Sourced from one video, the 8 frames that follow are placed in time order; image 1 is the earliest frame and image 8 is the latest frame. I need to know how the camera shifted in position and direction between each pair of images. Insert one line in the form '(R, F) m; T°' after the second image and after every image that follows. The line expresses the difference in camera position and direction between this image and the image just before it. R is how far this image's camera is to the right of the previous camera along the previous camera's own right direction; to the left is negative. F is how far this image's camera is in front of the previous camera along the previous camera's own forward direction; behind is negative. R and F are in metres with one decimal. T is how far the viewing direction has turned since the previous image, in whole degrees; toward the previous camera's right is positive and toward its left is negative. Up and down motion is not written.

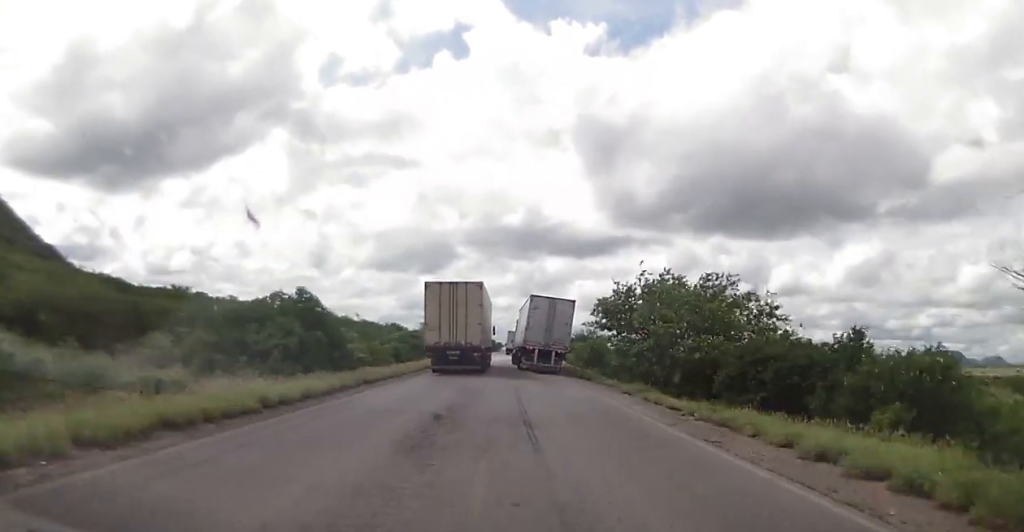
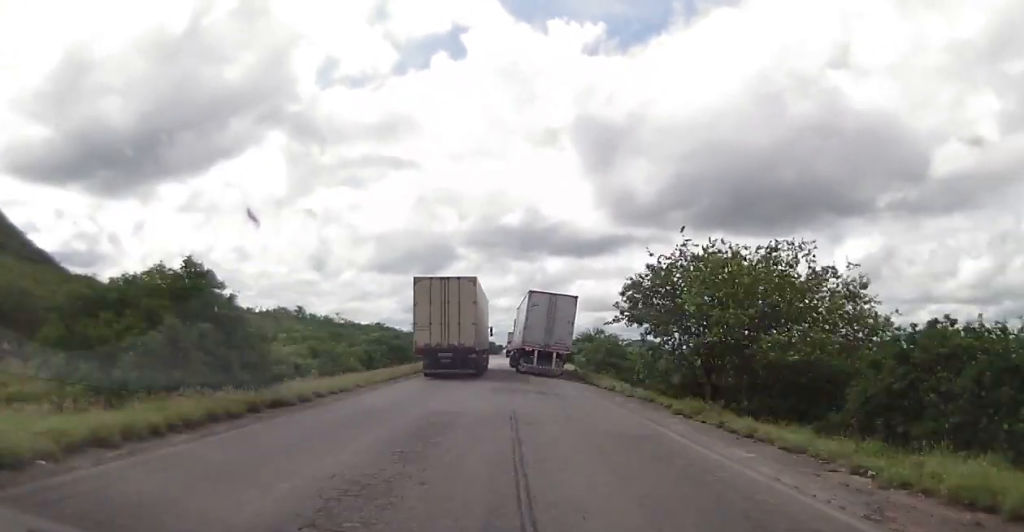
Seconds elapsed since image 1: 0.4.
(-0.1, +9.1) m; 0°
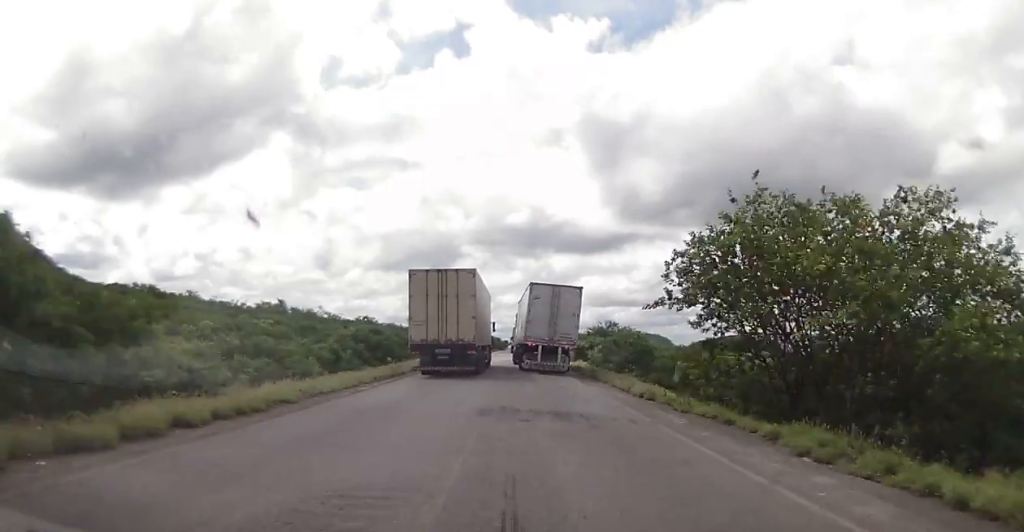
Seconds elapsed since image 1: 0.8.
(-0.2, +8.1) m; 0°
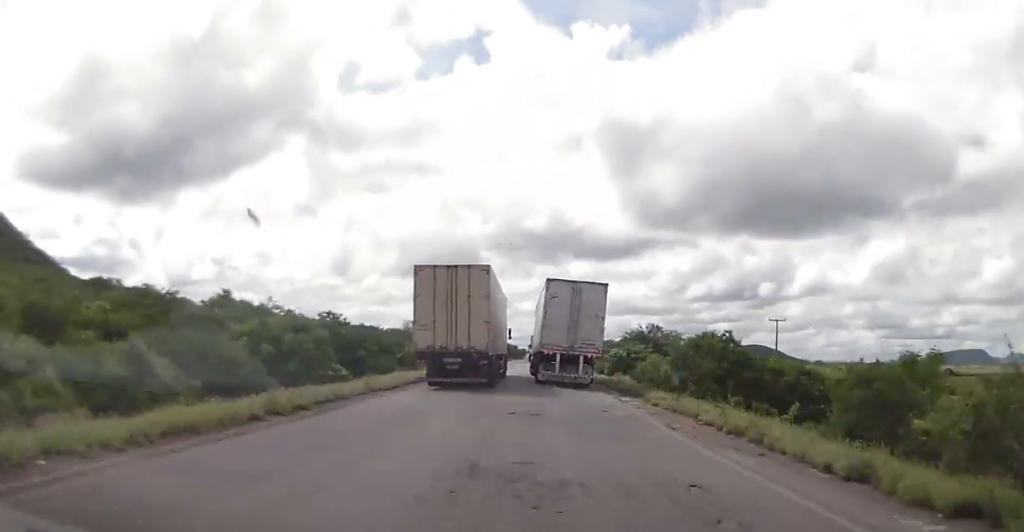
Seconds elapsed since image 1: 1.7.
(+0.1, +17.5) m; 0°
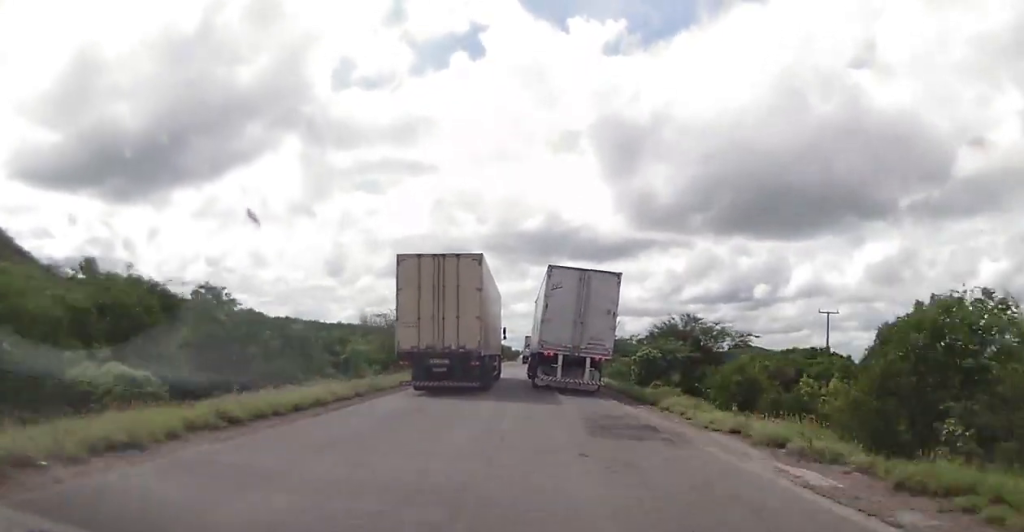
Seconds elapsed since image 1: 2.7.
(+0.1, +17.9) m; 0°
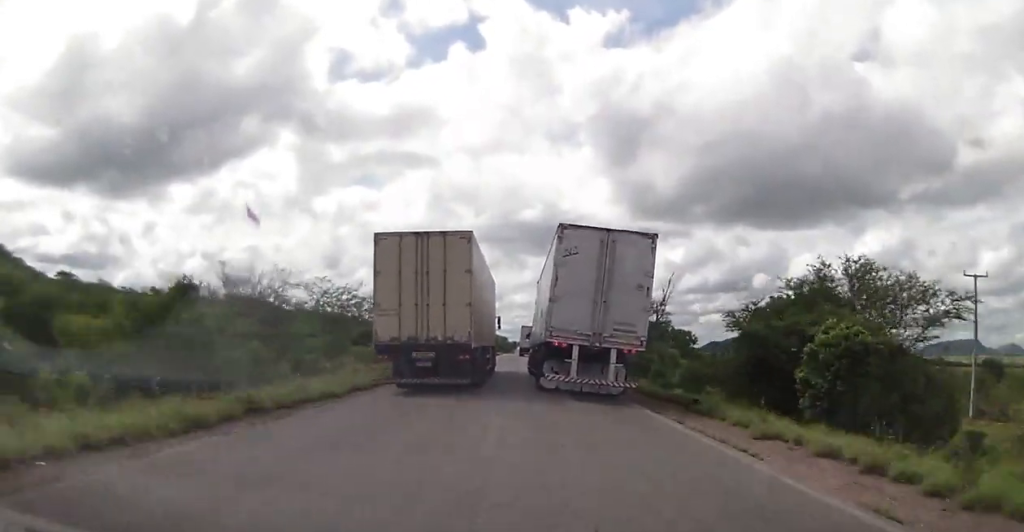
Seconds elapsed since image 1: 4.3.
(-0.5, +27.7) m; -2°
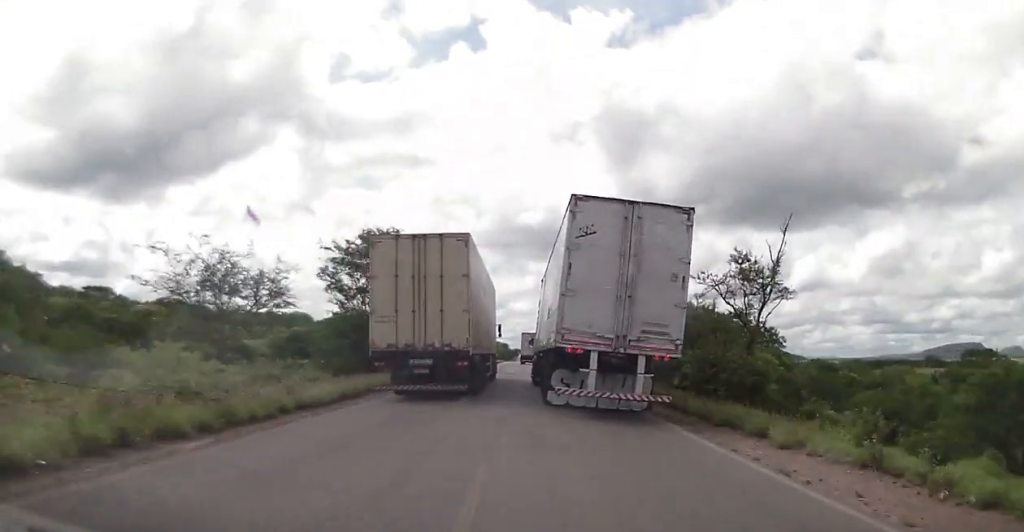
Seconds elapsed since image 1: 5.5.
(0.0, +20.8) m; +1°
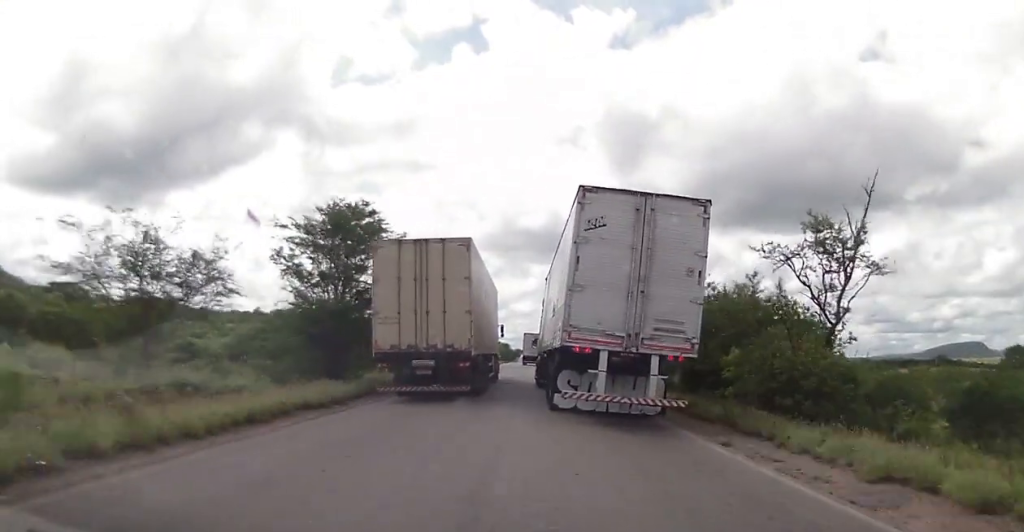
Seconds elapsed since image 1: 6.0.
(+0.1, +6.9) m; +1°
